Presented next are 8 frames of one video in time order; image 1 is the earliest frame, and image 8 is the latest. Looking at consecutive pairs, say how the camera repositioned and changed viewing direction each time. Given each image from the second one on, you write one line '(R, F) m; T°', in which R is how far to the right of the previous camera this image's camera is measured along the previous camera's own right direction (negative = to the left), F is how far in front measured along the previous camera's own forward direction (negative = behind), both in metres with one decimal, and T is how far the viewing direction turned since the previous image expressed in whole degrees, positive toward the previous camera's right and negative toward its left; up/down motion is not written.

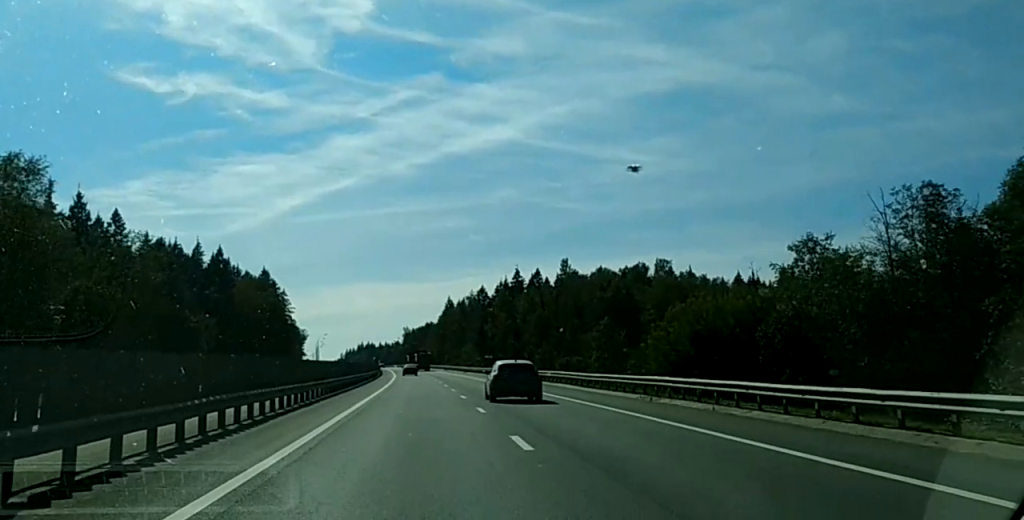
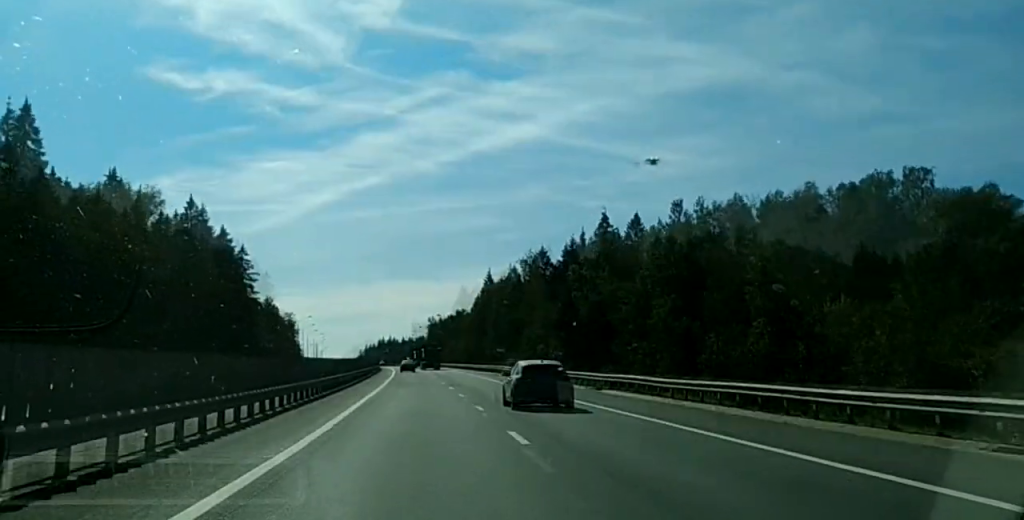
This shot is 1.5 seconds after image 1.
(-1.0, +70.7) m; -2°
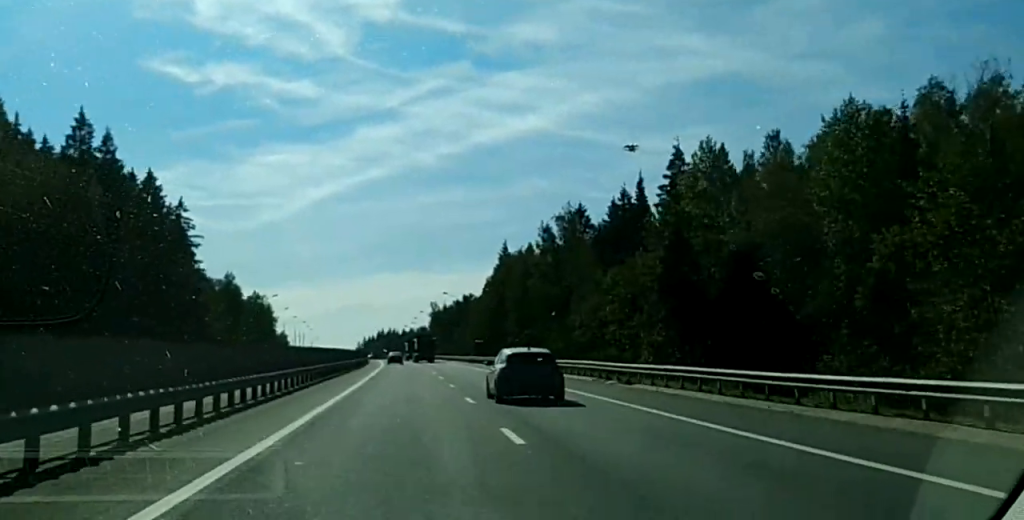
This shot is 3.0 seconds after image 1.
(-0.4, +54.9) m; 0°
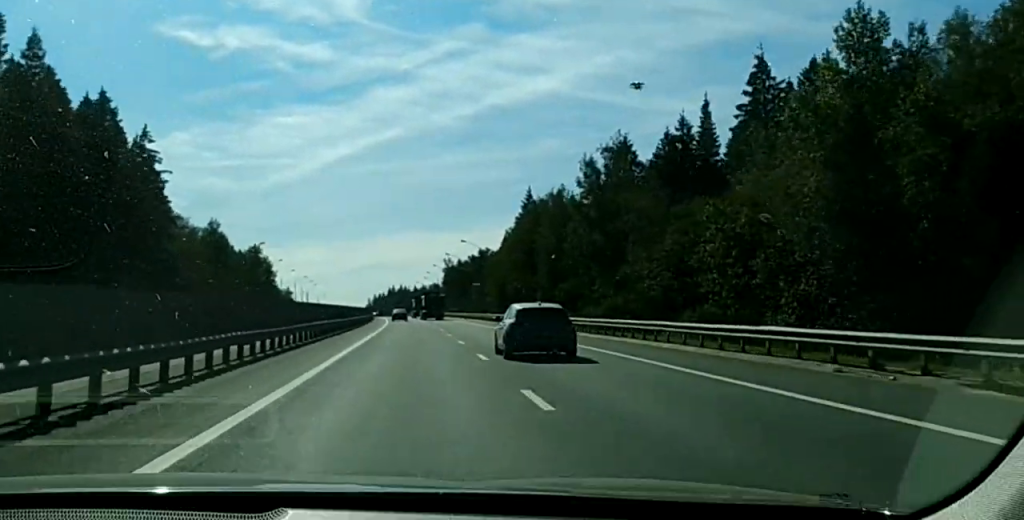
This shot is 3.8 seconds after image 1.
(+0.2, +25.4) m; 0°
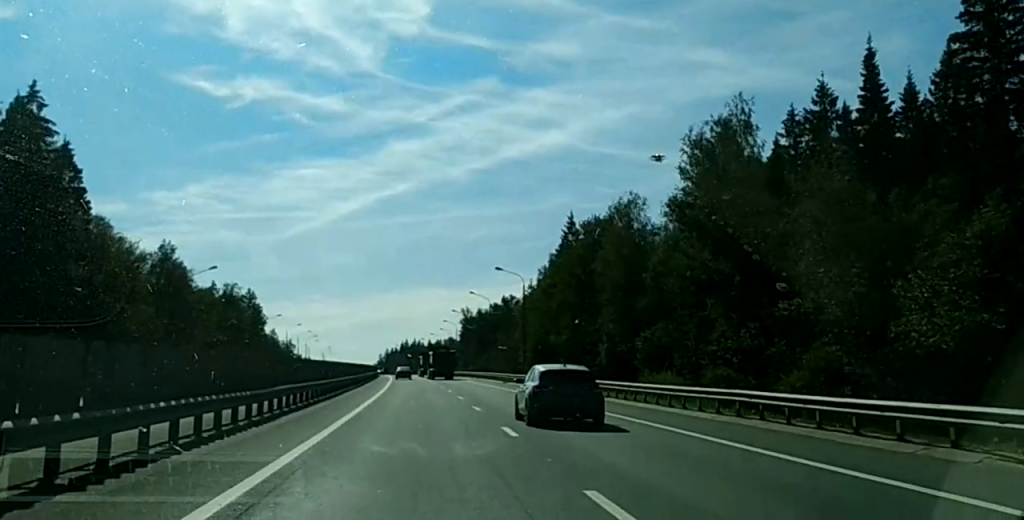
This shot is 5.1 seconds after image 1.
(-0.2, +37.6) m; 0°
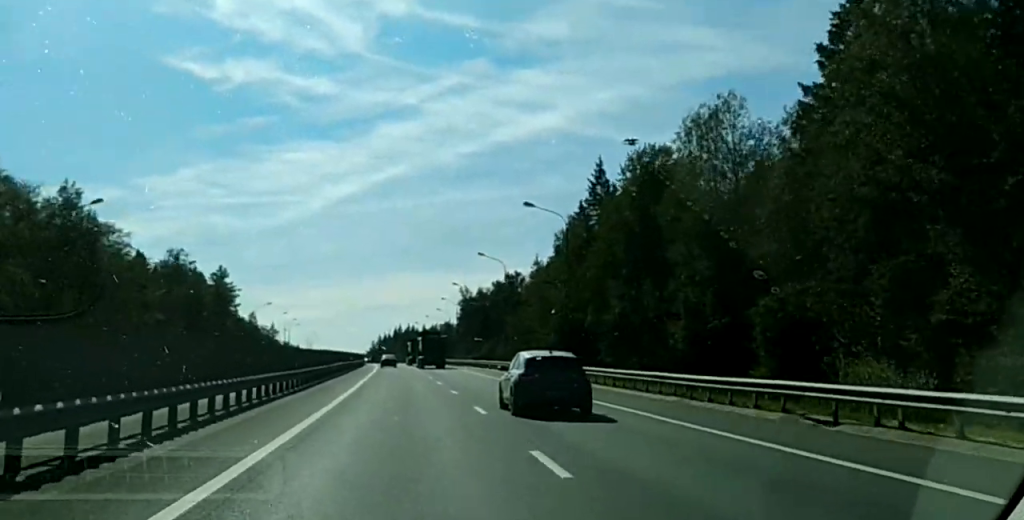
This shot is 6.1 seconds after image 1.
(0.0, +31.1) m; 0°
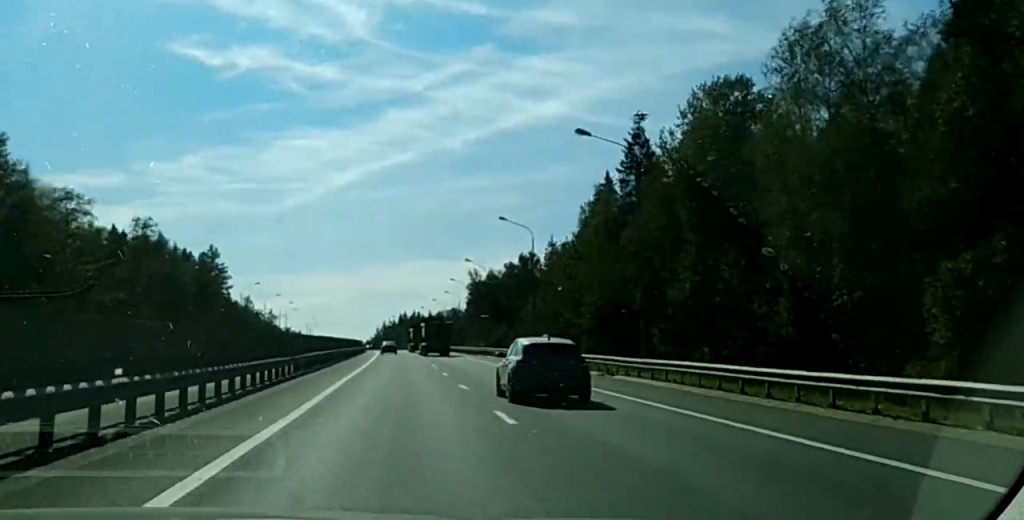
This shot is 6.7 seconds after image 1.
(0.0, +16.8) m; 0°
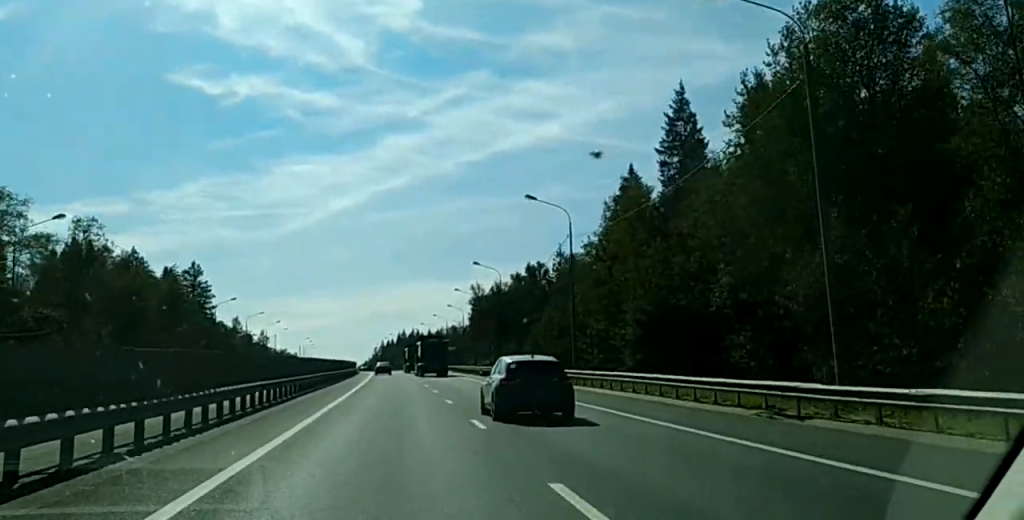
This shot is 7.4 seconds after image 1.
(-0.3, +20.5) m; 0°
